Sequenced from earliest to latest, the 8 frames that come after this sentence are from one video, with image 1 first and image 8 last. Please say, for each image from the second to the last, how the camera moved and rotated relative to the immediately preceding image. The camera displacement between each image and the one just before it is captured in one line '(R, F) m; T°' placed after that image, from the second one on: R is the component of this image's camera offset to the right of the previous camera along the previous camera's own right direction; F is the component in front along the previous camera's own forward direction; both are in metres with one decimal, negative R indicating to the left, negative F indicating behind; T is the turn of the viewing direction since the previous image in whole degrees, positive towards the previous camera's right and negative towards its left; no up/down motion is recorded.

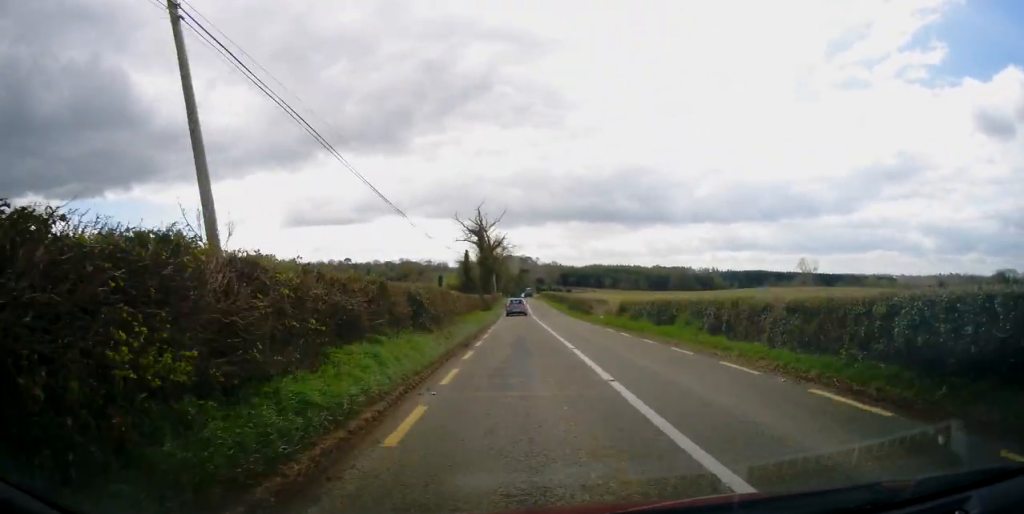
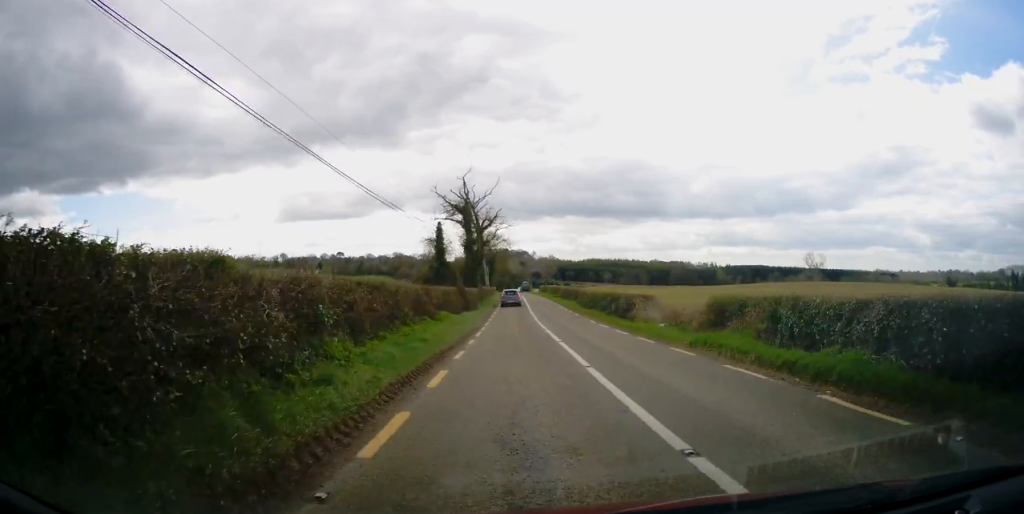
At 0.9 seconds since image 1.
(0.0, +16.1) m; 0°
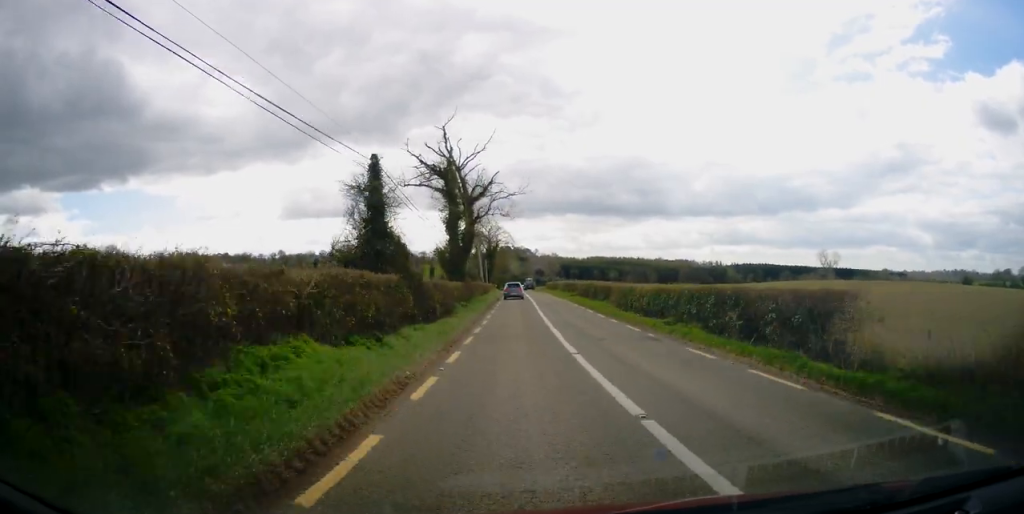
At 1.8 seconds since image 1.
(-0.1, +17.0) m; 0°
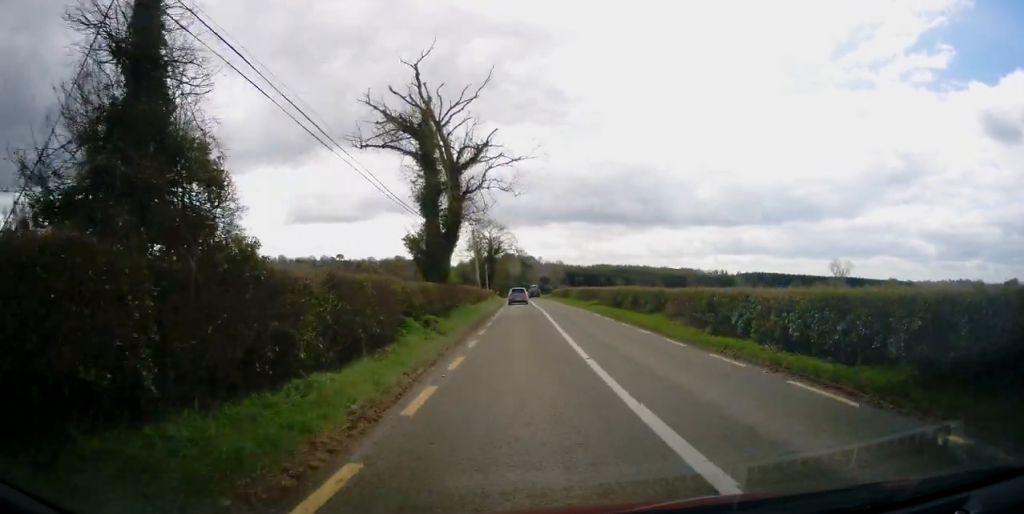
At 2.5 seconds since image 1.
(0.0, +13.0) m; 0°
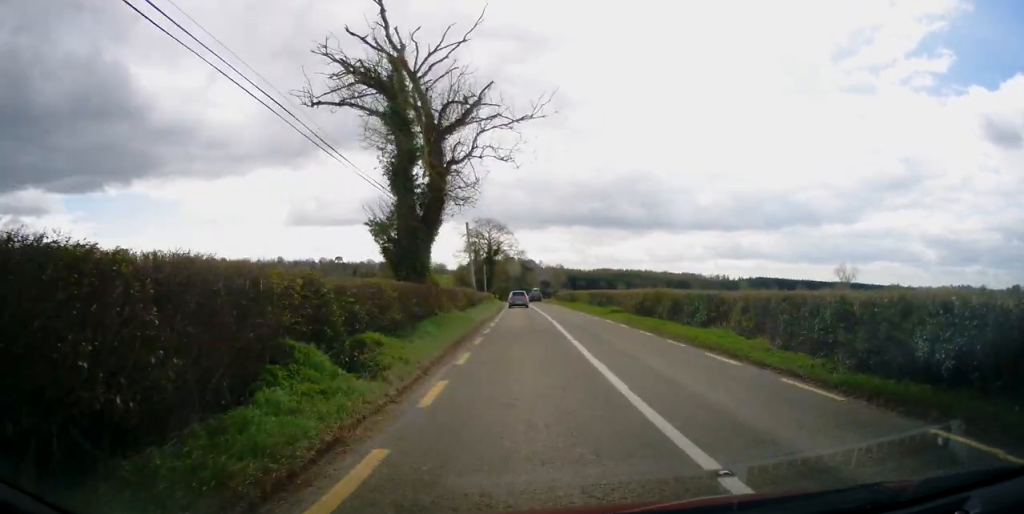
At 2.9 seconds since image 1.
(0.0, +7.5) m; 0°
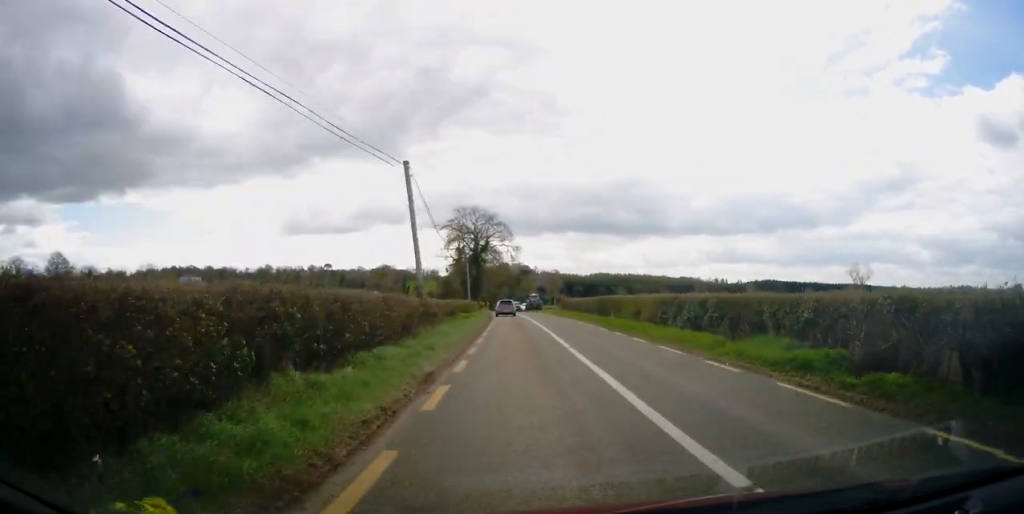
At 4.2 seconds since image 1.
(+0.1, +23.9) m; +1°
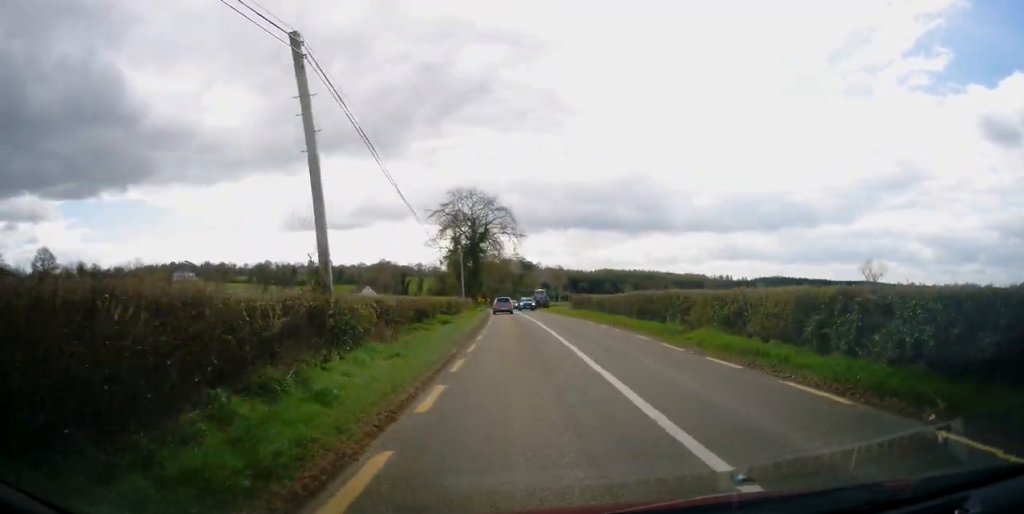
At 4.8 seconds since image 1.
(0.0, +11.9) m; 0°
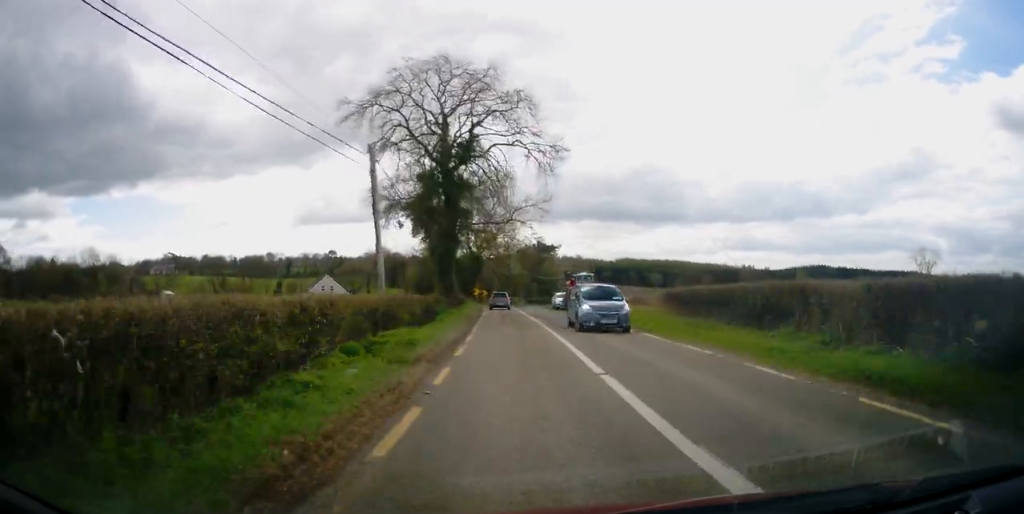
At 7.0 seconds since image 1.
(-0.9, +41.4) m; -2°
